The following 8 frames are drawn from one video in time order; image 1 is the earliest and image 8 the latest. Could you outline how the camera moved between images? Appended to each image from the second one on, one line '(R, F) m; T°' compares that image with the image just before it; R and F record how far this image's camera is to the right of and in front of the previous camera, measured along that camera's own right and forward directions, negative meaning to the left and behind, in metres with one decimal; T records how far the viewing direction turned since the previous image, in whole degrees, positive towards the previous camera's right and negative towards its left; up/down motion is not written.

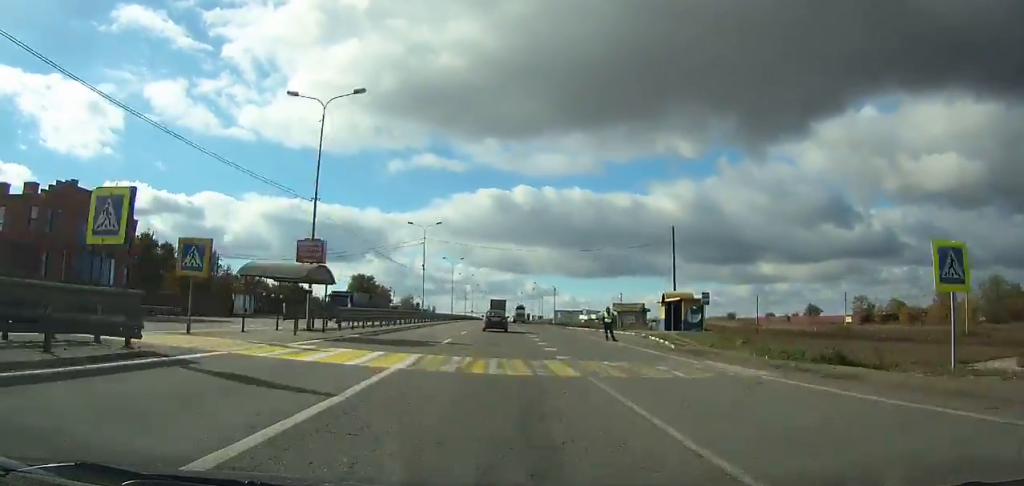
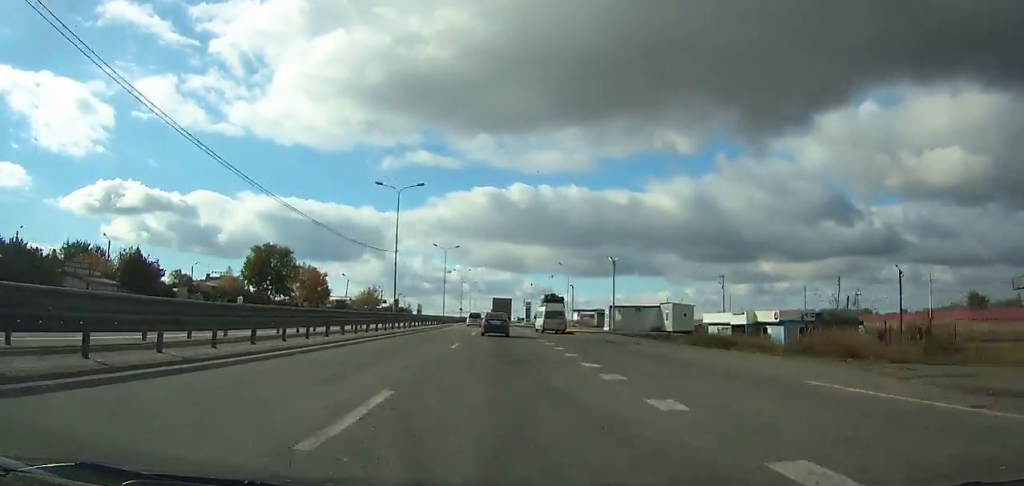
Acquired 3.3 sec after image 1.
(-0.2, +62.8) m; 0°
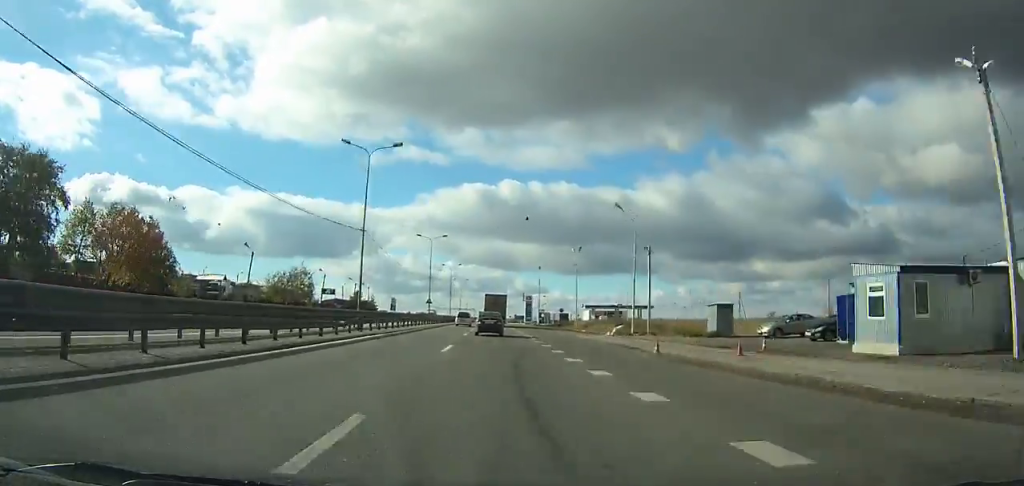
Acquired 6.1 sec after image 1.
(+0.2, +52.1) m; 0°
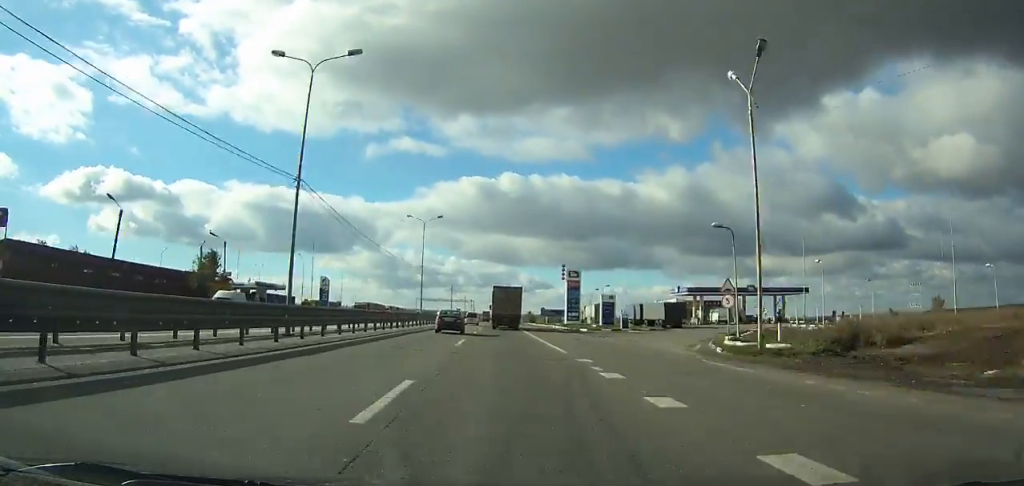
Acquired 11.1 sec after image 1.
(-1.1, +96.3) m; -4°
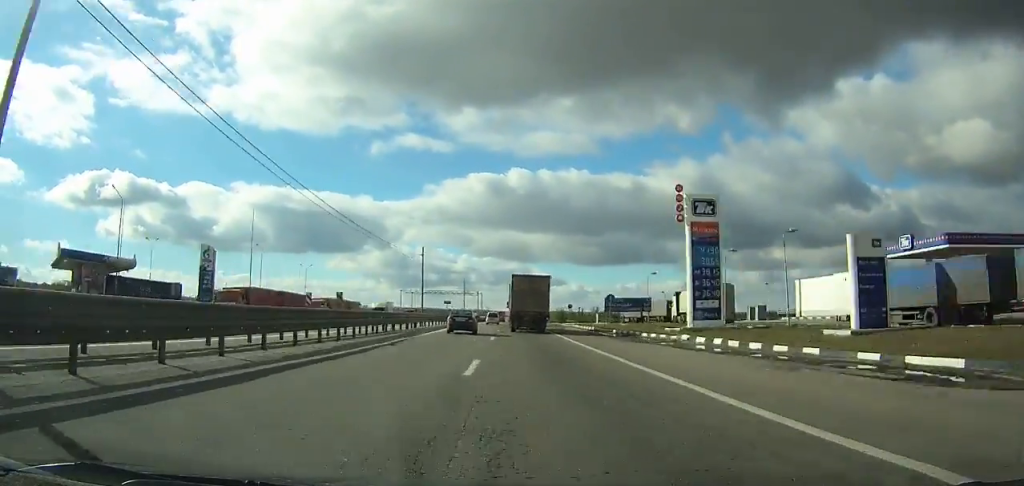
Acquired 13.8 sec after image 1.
(-2.6, +54.4) m; +1°
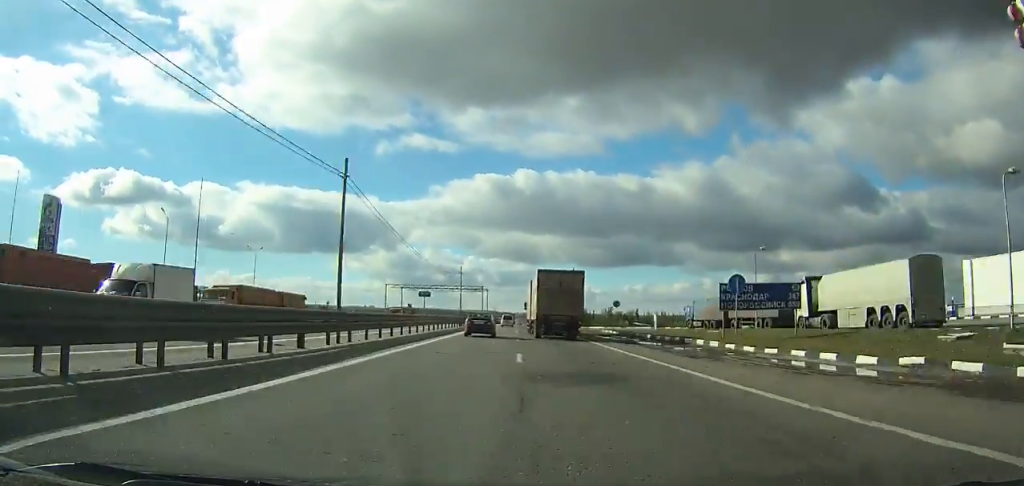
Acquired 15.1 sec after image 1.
(-1.8, +26.1) m; +2°
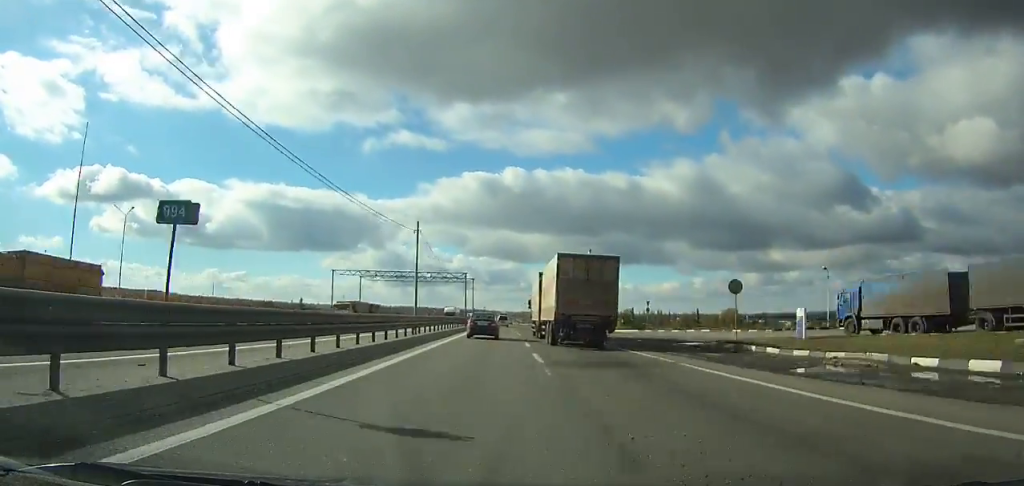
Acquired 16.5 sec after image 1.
(+3.7, +26.9) m; +2°
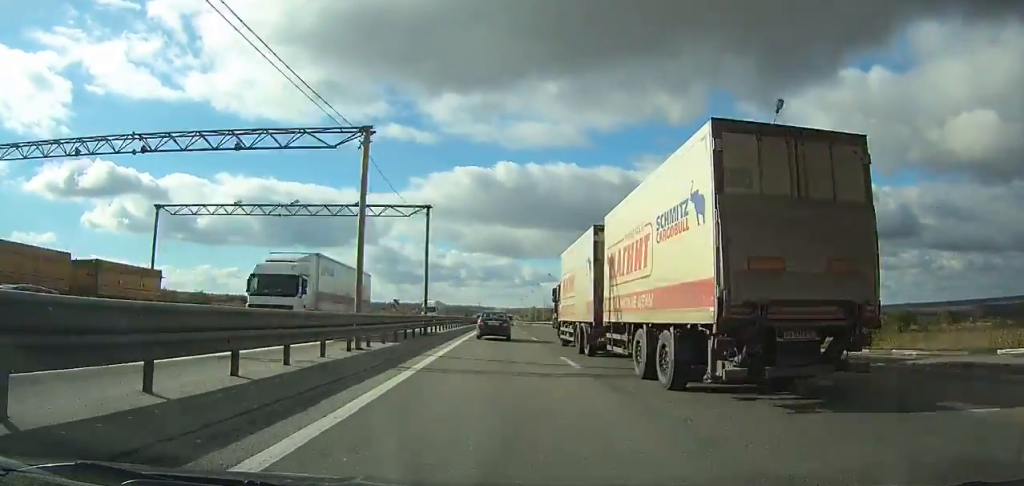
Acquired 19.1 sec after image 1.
(+2.3, +50.9) m; +1°
